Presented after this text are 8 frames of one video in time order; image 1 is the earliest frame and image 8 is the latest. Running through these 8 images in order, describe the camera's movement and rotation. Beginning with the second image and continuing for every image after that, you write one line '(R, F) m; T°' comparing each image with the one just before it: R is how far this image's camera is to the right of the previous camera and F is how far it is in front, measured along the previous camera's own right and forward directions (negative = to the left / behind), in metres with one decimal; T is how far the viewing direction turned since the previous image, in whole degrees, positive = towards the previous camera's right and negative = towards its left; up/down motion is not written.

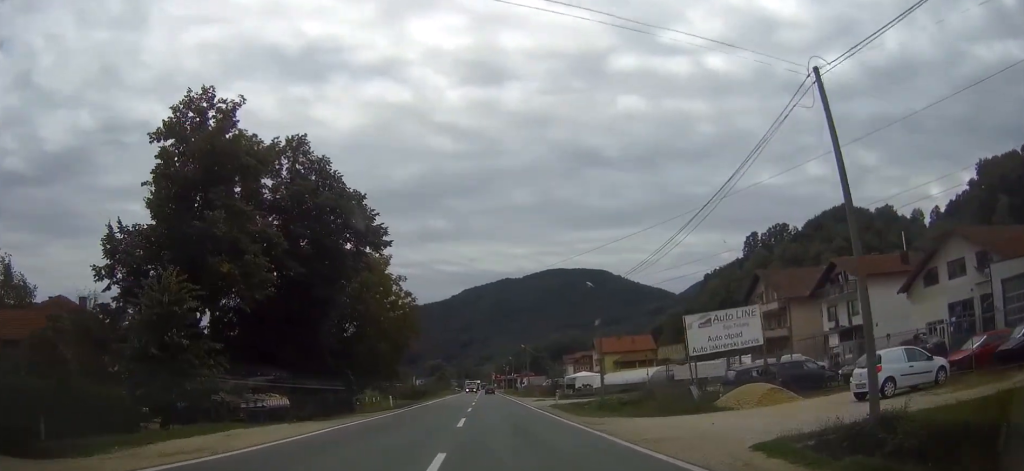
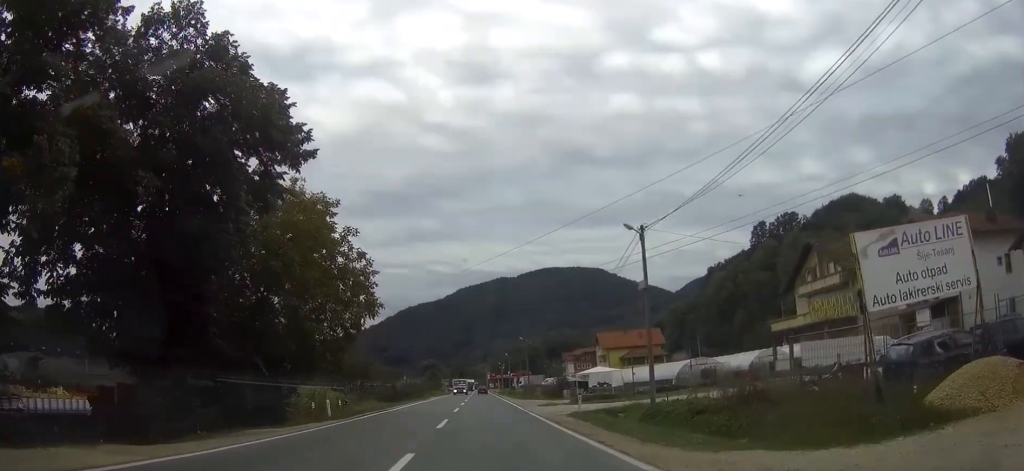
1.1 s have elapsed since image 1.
(+0.1, +14.4) m; 0°
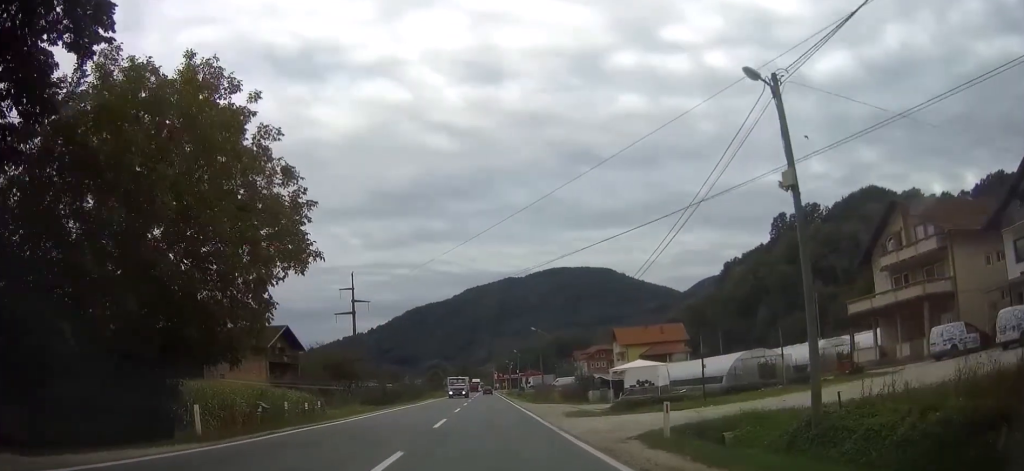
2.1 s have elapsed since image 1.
(0.0, +13.3) m; 0°
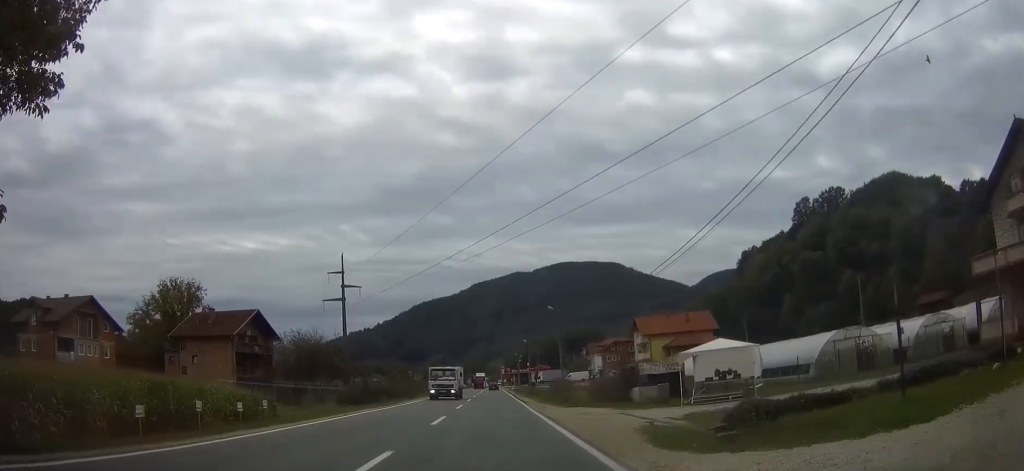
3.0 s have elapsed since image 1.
(0.0, +14.5) m; 0°
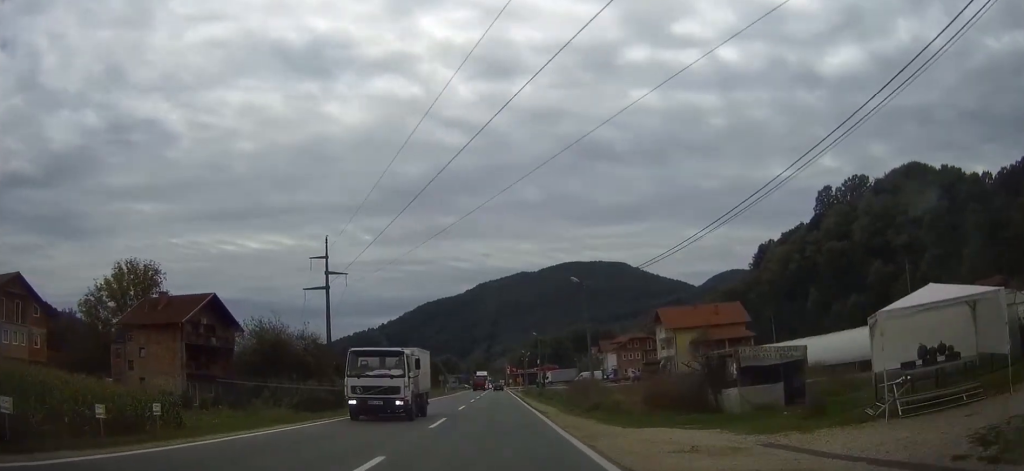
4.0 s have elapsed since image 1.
(-0.1, +14.7) m; -1°
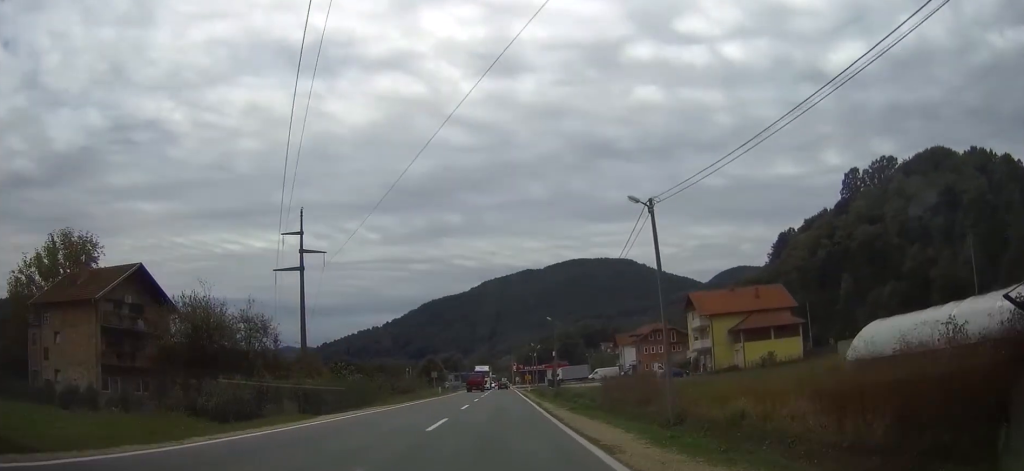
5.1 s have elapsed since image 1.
(-0.1, +16.5) m; -1°
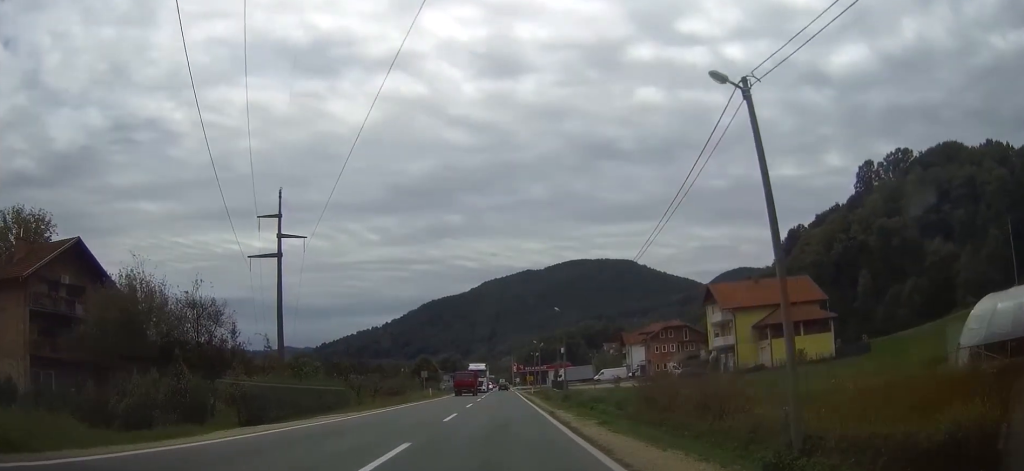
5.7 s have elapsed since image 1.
(0.0, +9.0) m; 0°
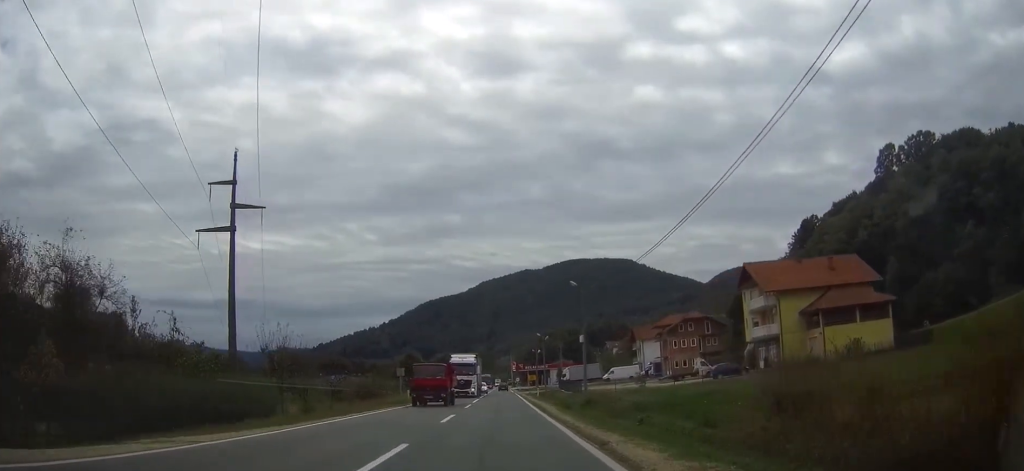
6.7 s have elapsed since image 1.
(-0.1, +14.9) m; 0°
